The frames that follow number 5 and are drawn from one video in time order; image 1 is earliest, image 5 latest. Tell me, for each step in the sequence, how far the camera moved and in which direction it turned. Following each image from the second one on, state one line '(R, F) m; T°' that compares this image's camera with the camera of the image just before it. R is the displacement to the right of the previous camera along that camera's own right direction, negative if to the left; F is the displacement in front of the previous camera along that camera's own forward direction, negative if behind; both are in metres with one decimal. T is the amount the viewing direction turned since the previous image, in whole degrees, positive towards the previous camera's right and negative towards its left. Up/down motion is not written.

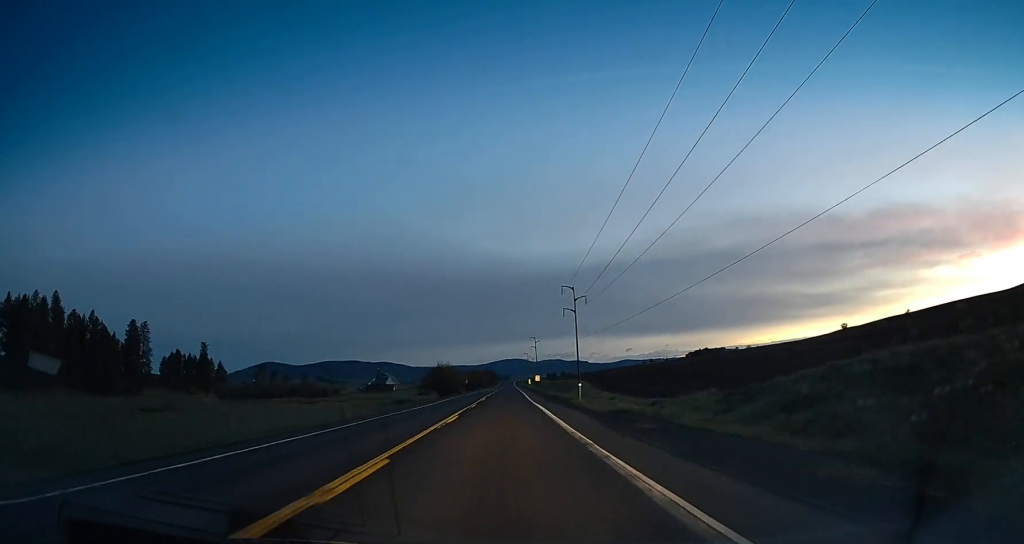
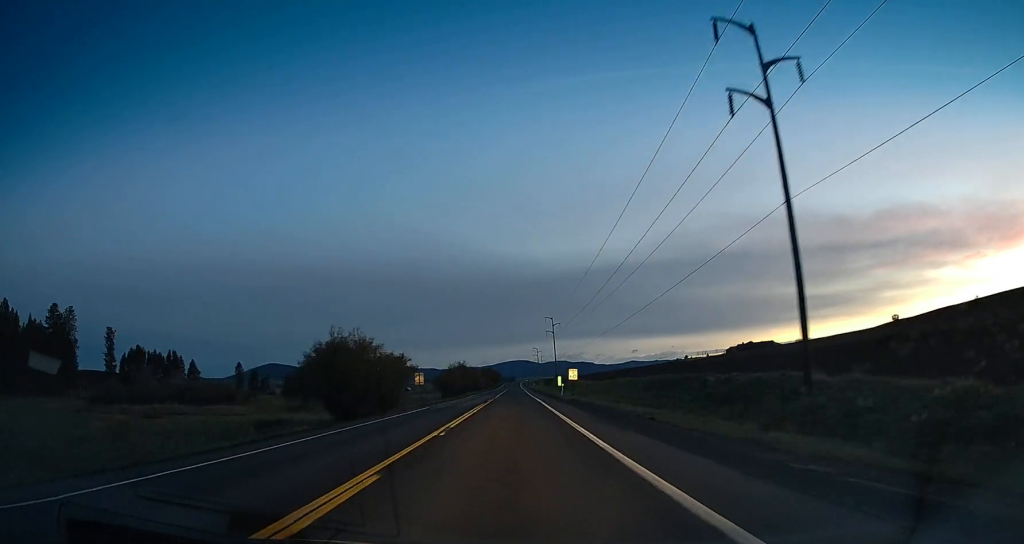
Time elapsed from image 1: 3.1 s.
(0.0, +77.2) m; 0°
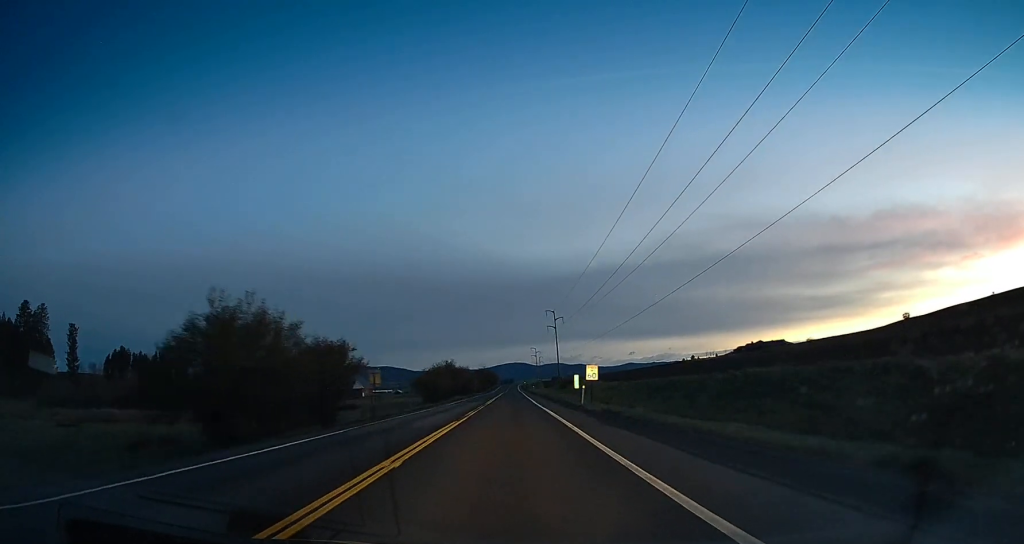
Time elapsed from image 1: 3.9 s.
(+0.1, +19.7) m; 0°
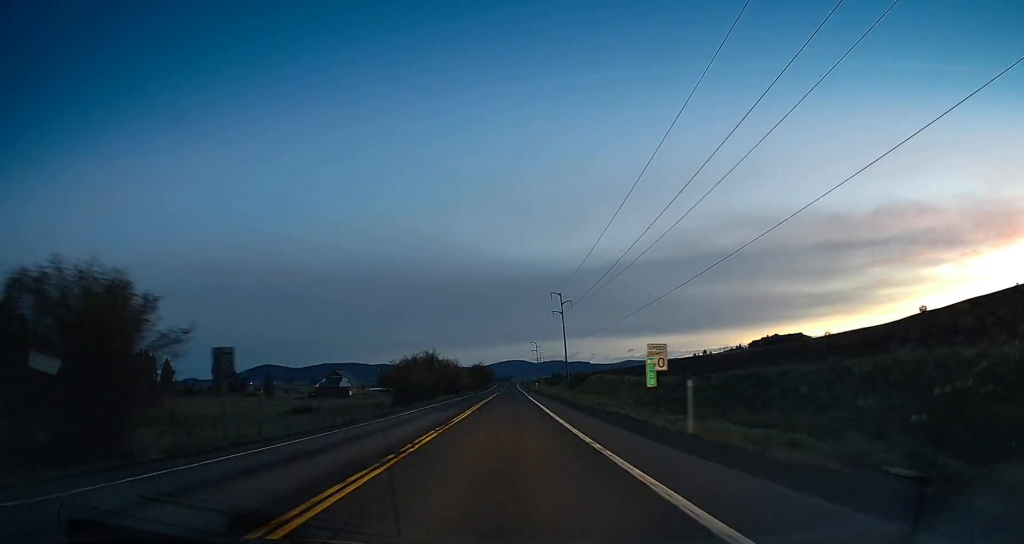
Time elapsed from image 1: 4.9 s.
(-0.3, +24.0) m; 0°
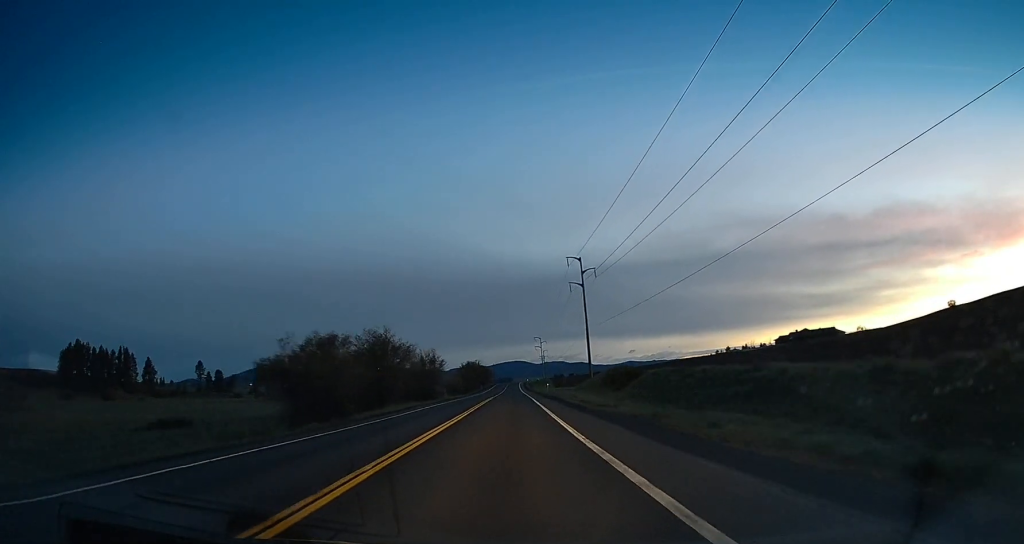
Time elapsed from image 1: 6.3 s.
(+0.1, +34.7) m; +1°
